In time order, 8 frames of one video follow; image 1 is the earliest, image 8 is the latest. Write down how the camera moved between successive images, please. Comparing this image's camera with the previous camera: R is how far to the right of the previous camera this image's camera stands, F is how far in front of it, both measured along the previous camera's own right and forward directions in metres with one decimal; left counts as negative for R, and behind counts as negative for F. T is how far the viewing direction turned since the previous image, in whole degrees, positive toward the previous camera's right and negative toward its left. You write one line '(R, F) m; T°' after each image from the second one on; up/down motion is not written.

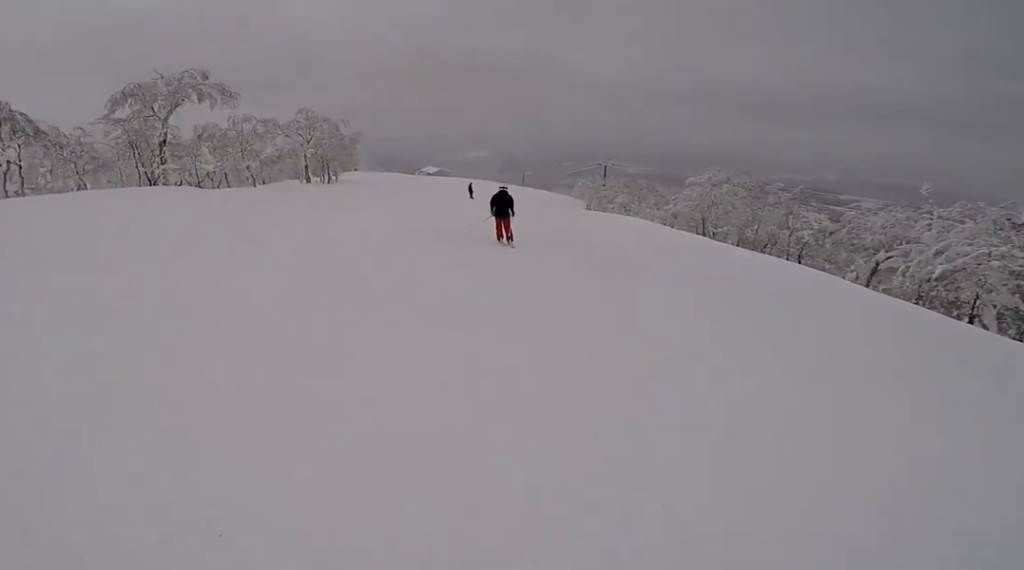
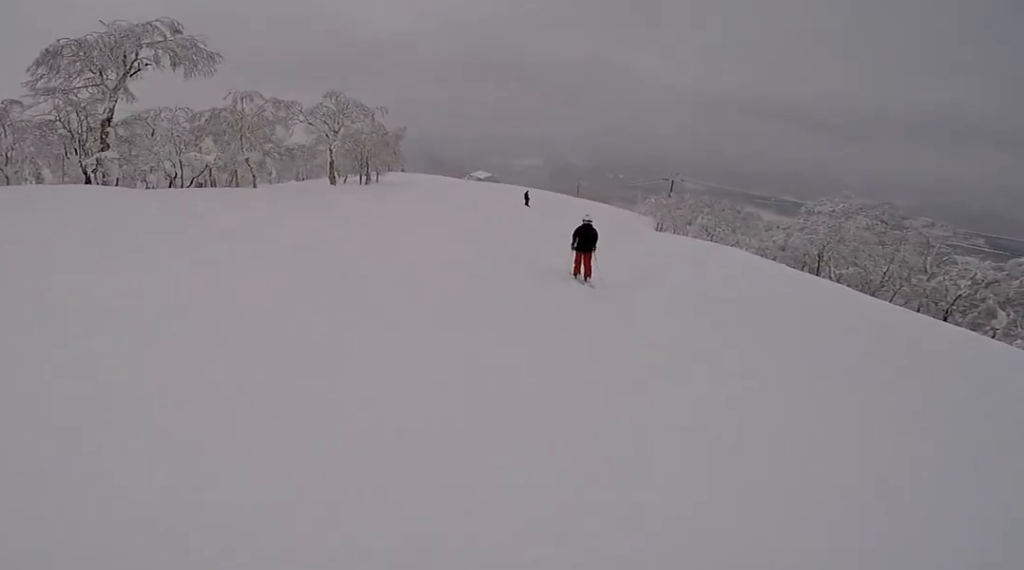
(+0.1, +9.7) m; -7°
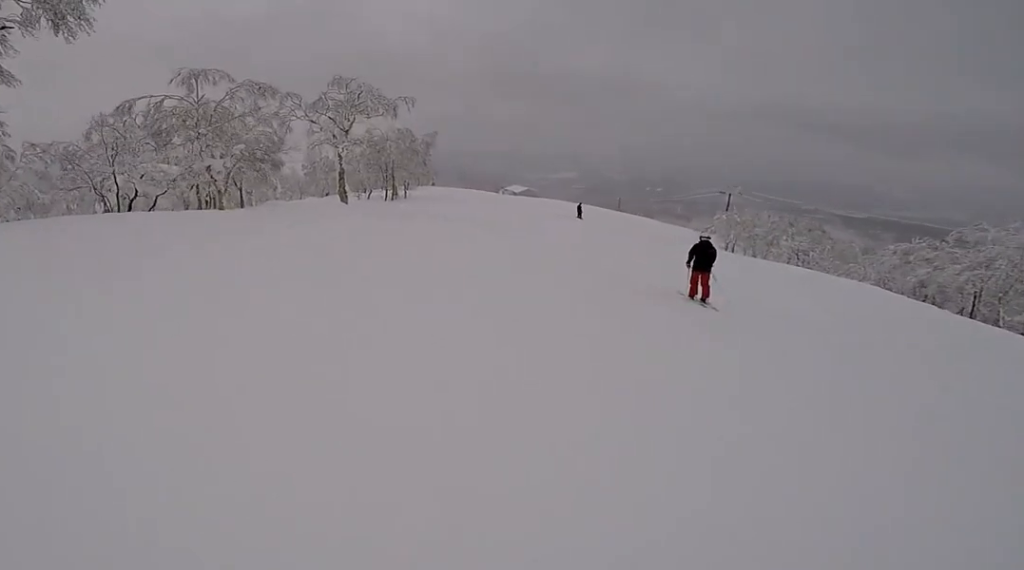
(-1.2, +9.3) m; -1°
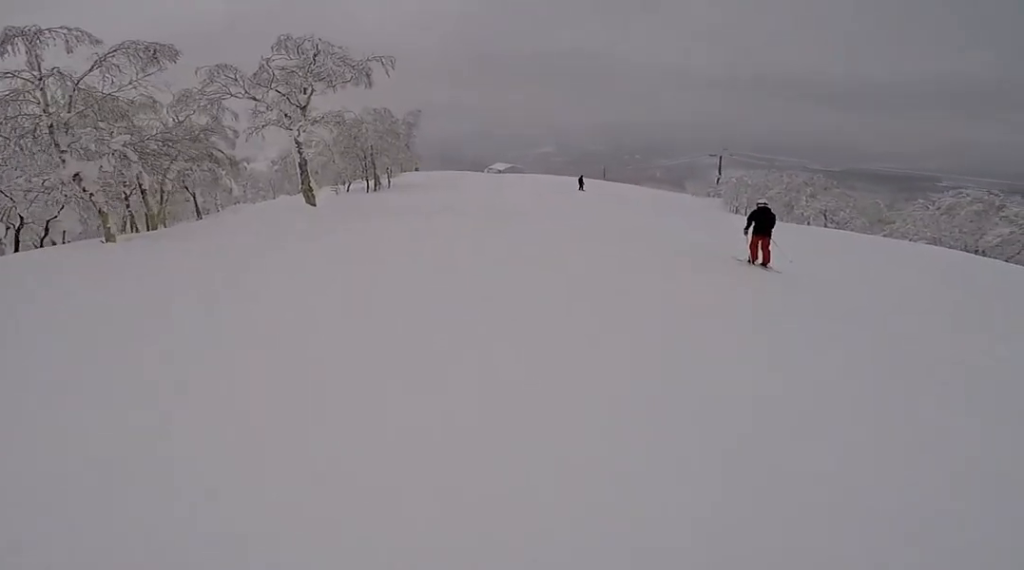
(+0.4, +6.9) m; +10°
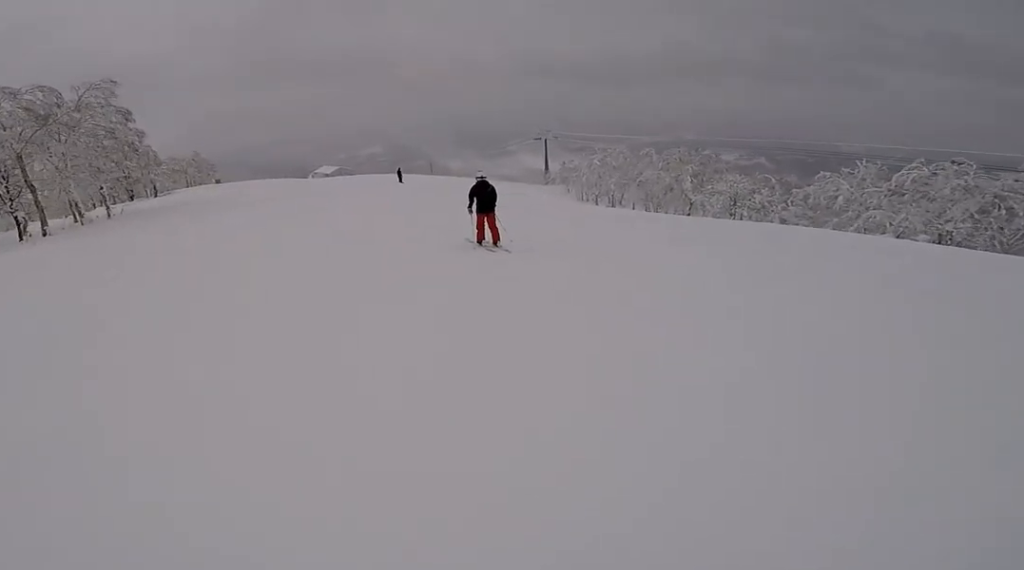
(+3.2, +21.7) m; +11°
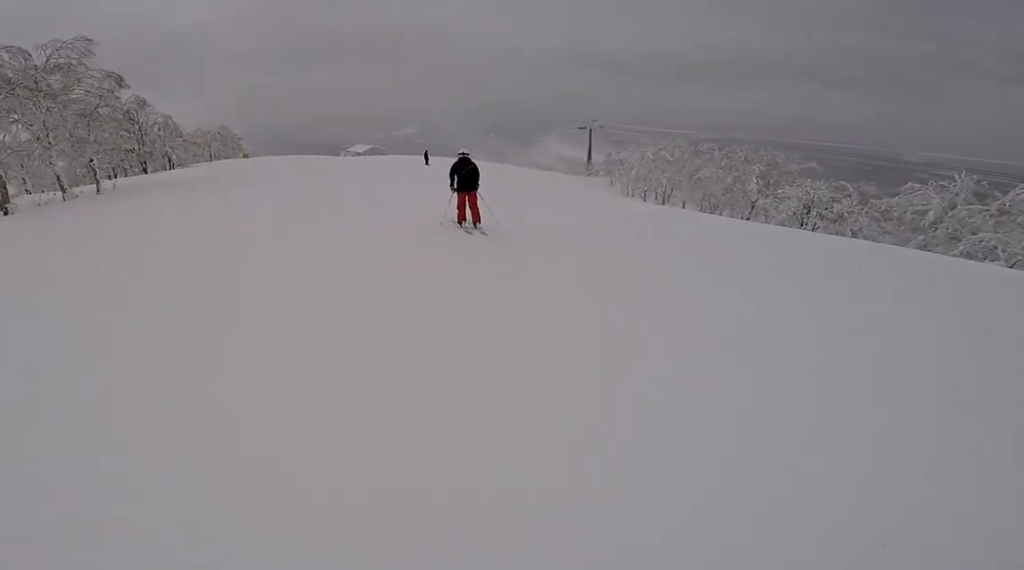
(+0.6, +4.0) m; -3°
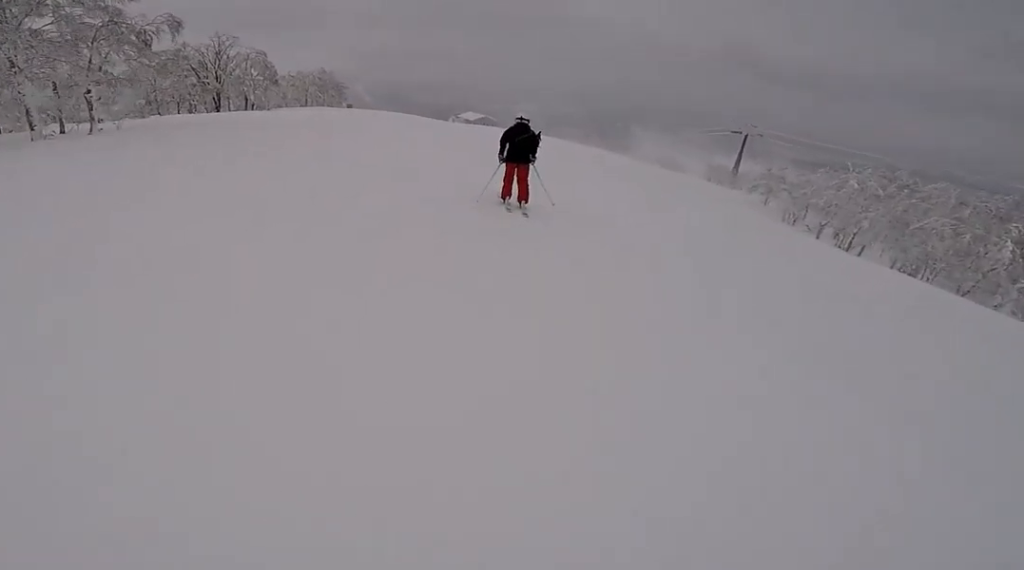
(-1.5, +9.6) m; -12°
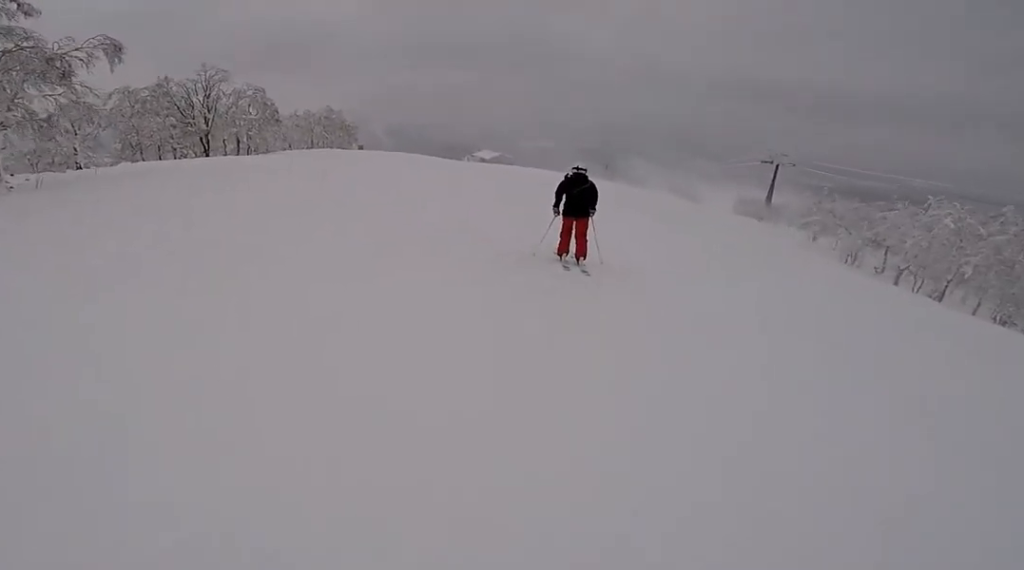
(-0.2, +6.3) m; +2°
